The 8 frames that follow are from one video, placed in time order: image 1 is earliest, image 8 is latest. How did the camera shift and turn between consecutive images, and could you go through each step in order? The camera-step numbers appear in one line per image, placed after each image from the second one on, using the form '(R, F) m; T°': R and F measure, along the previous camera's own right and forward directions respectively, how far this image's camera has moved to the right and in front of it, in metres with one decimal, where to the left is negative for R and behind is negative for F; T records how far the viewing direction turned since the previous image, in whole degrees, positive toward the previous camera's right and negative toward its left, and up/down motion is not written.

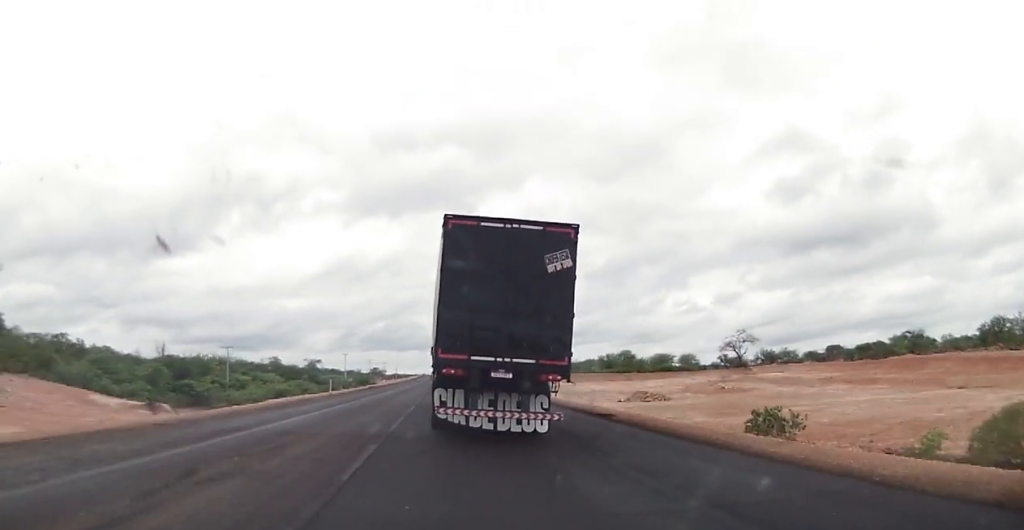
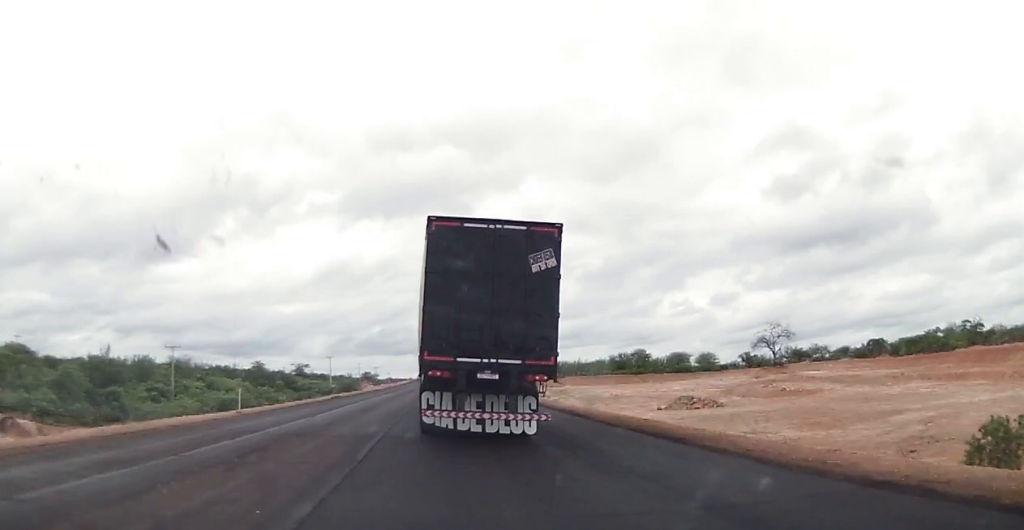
(0.0, +22.0) m; 0°
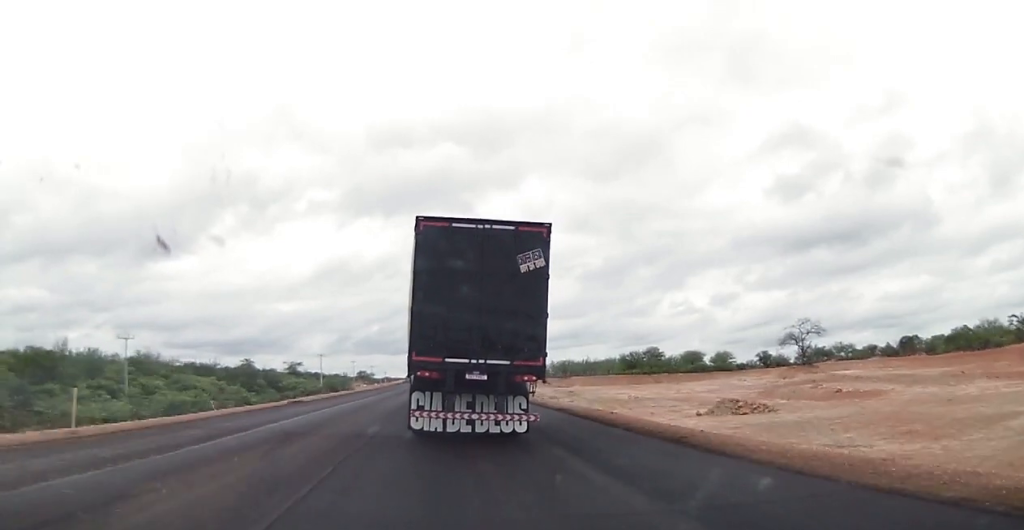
(0.0, +14.0) m; 0°
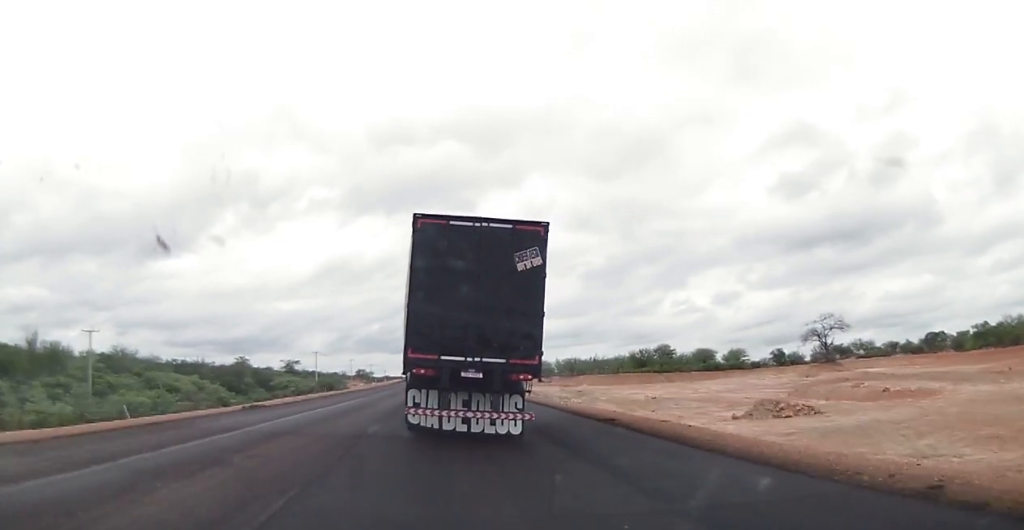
(0.0, +9.1) m; 0°
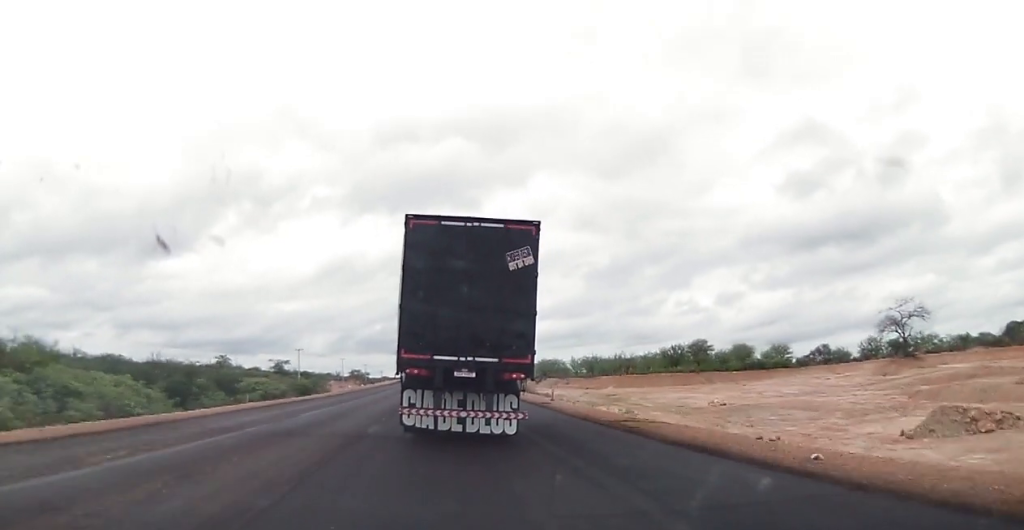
(+0.1, +25.2) m; 0°
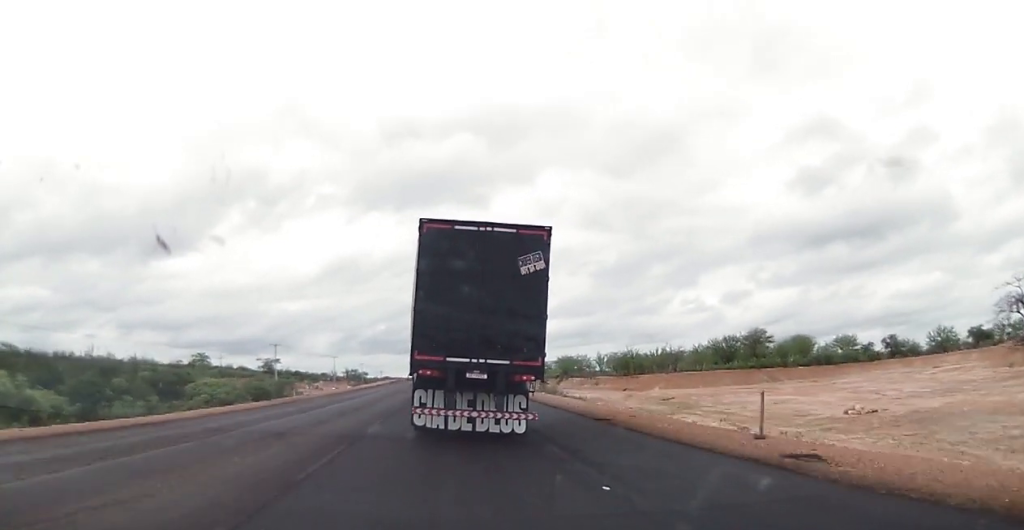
(0.0, +28.0) m; -1°
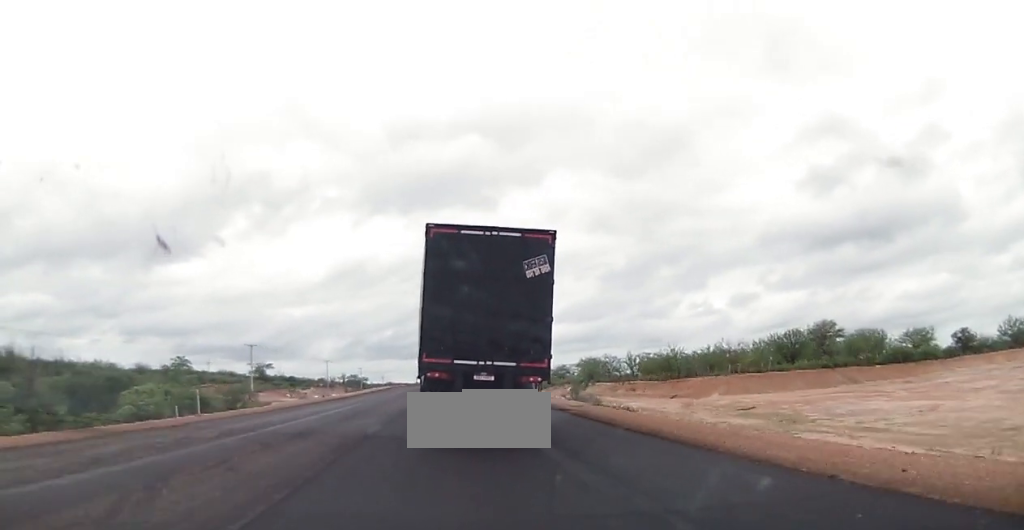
(-0.4, +22.9) m; -1°
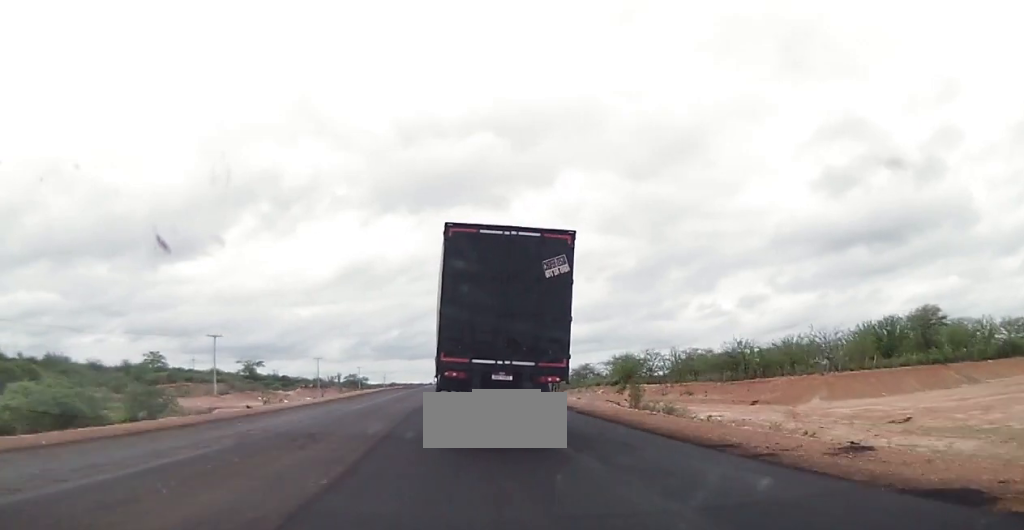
(+0.4, +24.0) m; 0°
